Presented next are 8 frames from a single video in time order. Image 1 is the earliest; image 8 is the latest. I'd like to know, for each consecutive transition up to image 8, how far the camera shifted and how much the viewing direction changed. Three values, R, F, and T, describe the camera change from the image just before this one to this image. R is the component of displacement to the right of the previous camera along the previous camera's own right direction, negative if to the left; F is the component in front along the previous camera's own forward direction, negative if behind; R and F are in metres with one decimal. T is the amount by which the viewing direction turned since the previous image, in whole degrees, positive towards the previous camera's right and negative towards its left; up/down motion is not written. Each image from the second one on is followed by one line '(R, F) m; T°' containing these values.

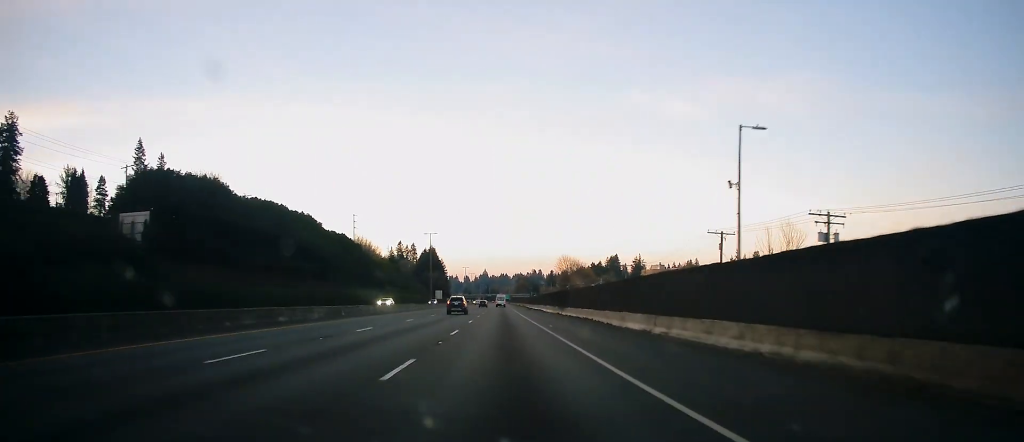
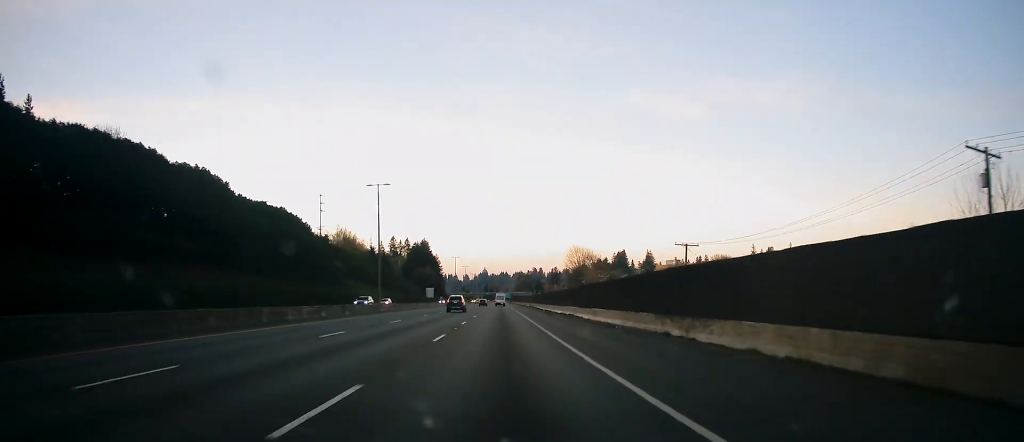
(-0.3, +40.8) m; 0°
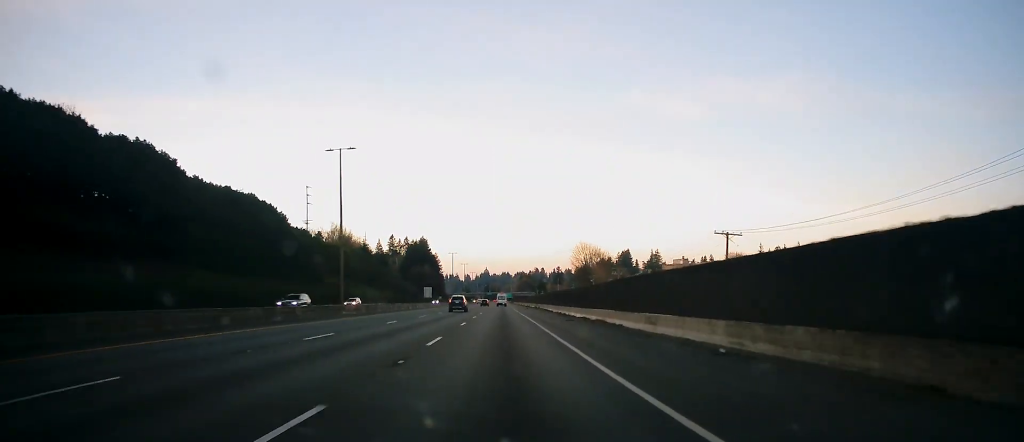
(+0.1, +14.0) m; 0°
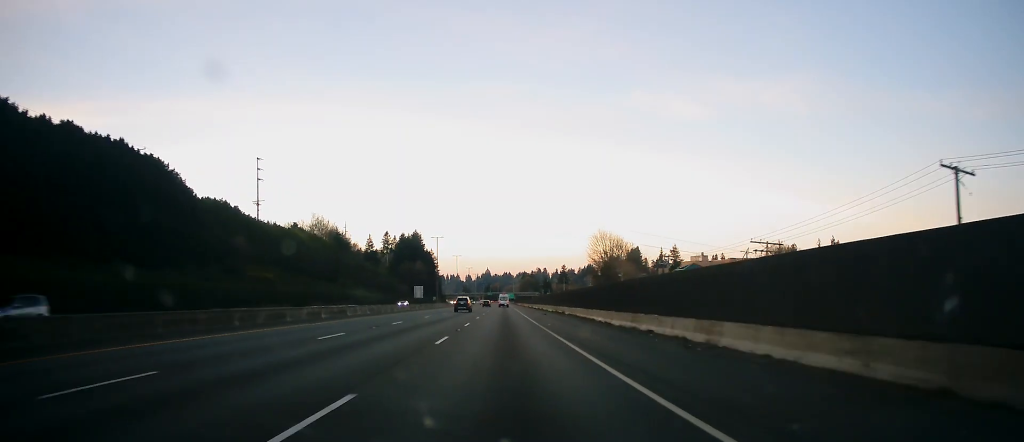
(0.0, +35.9) m; 0°
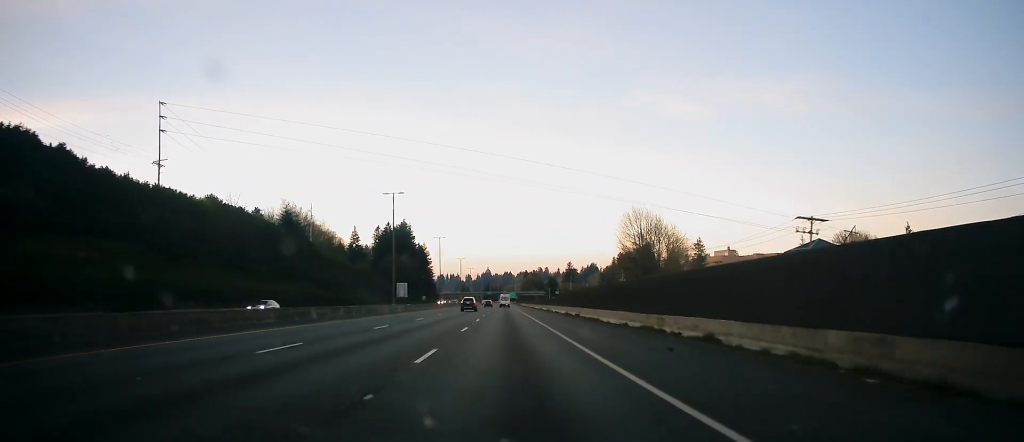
(0.0, +42.0) m; 0°
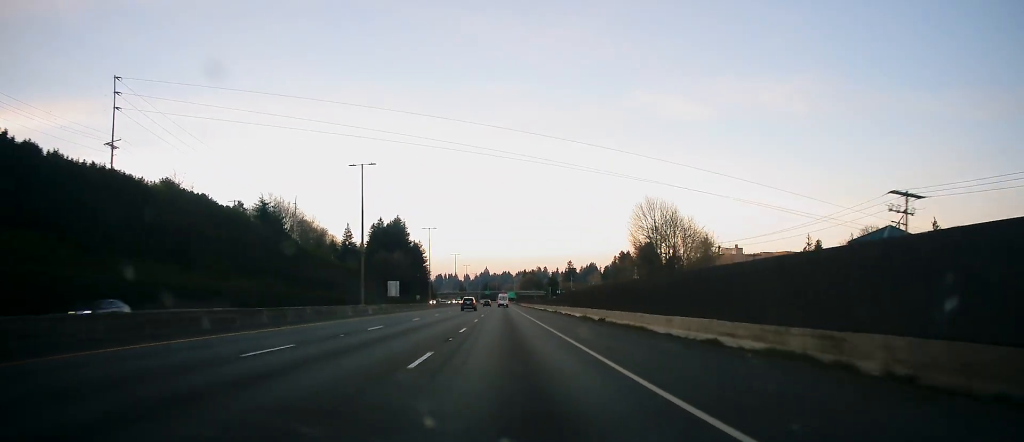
(0.0, +13.0) m; 0°
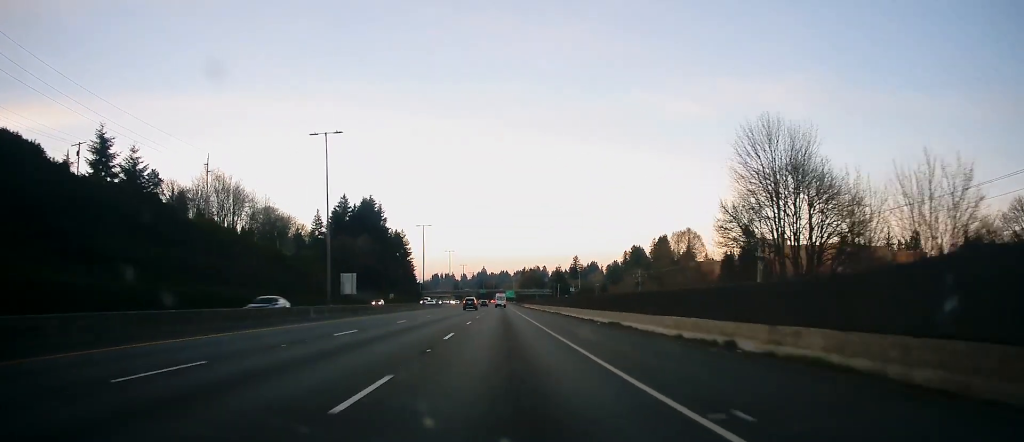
(0.0, +53.6) m; 0°
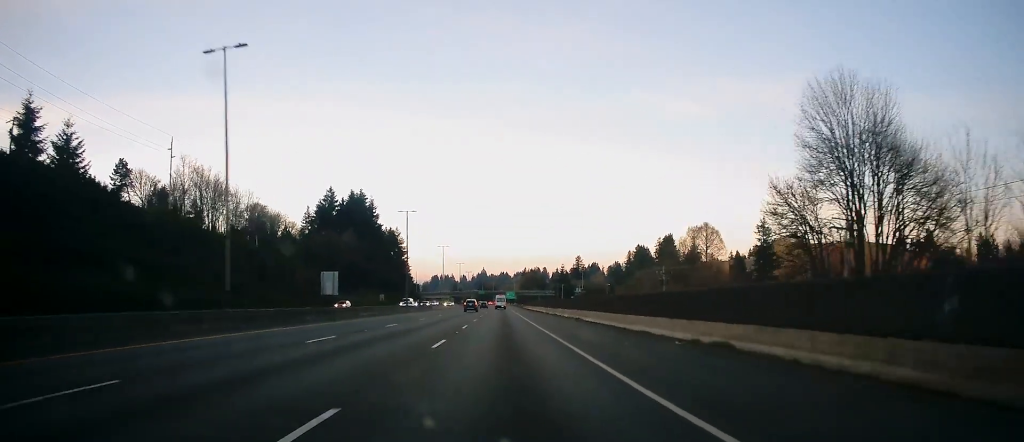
(0.0, +15.2) m; 0°
